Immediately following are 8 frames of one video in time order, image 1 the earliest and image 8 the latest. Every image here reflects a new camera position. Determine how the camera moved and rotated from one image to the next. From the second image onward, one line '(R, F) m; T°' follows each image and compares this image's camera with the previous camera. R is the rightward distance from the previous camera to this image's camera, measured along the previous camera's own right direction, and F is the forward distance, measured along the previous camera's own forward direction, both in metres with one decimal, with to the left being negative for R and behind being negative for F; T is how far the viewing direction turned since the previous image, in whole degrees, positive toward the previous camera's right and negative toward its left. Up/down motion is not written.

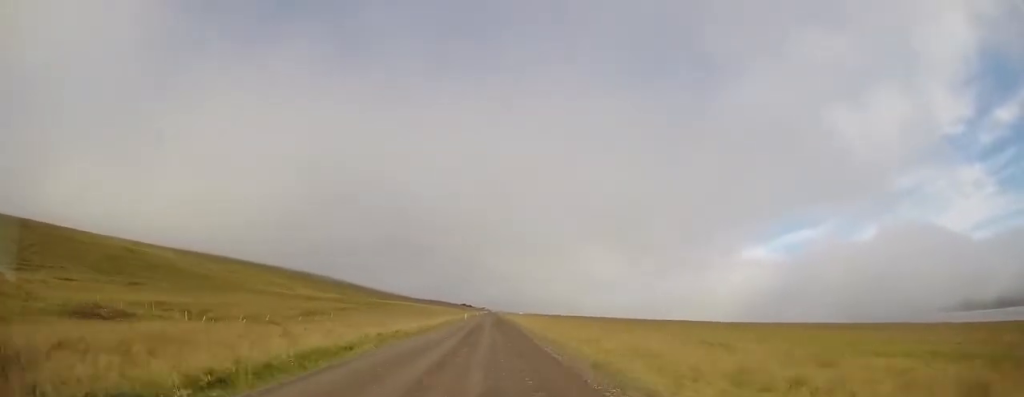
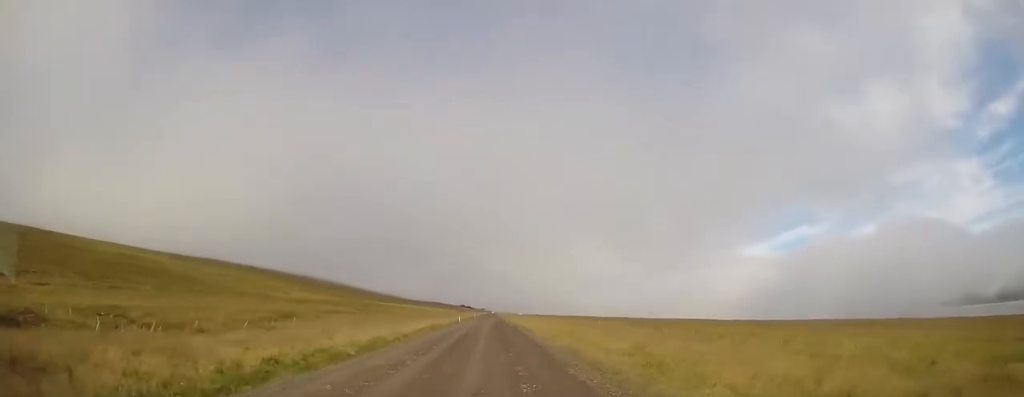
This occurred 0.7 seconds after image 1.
(+0.3, +10.1) m; +1°
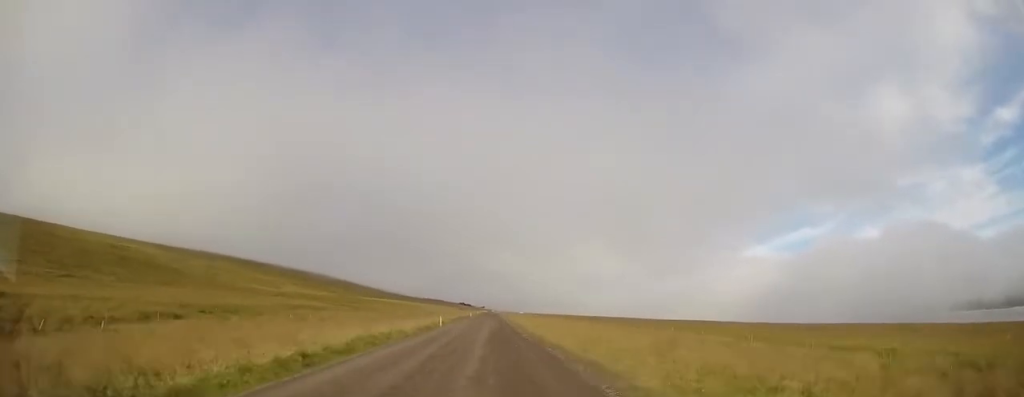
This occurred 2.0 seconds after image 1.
(-0.1, +20.3) m; -1°
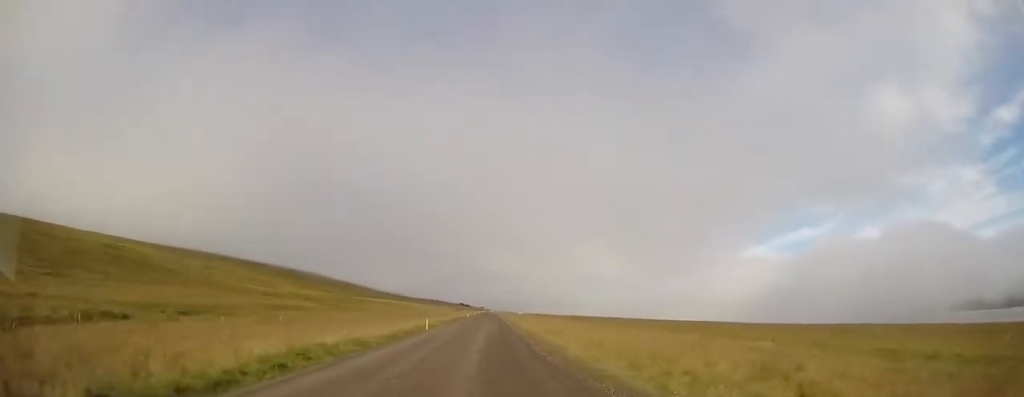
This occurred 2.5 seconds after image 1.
(0.0, +6.8) m; 0°
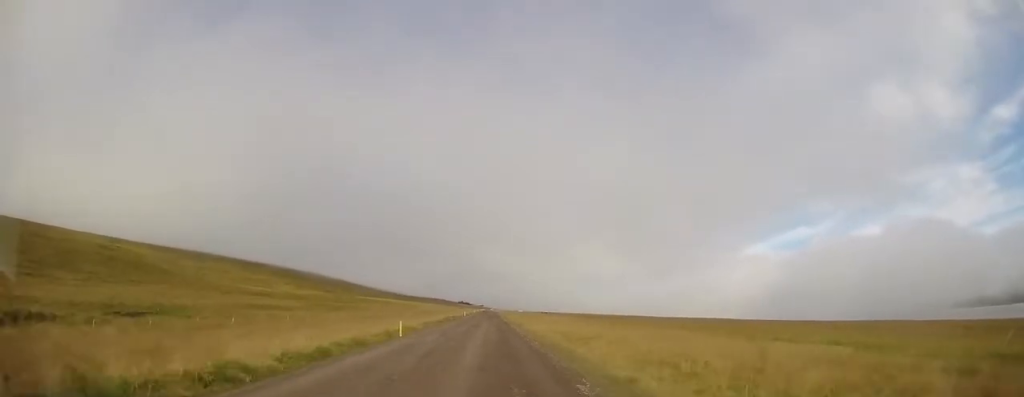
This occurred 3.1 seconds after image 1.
(0.0, +8.2) m; 0°
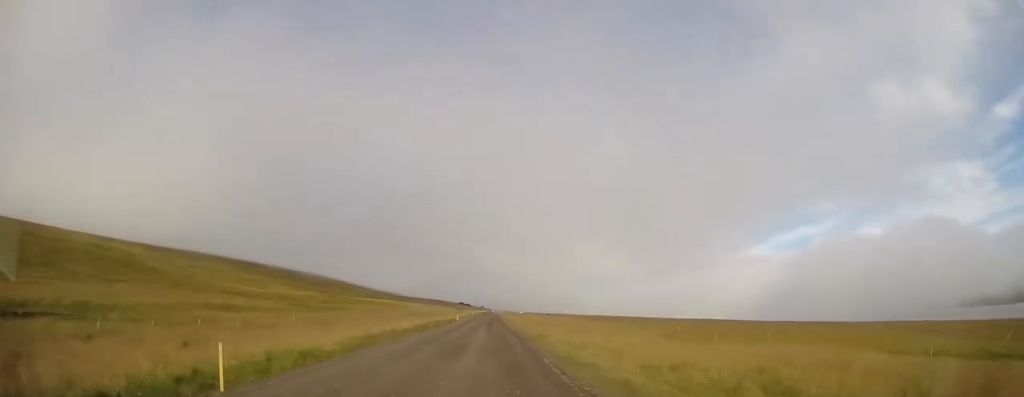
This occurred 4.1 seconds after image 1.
(0.0, +14.5) m; 0°
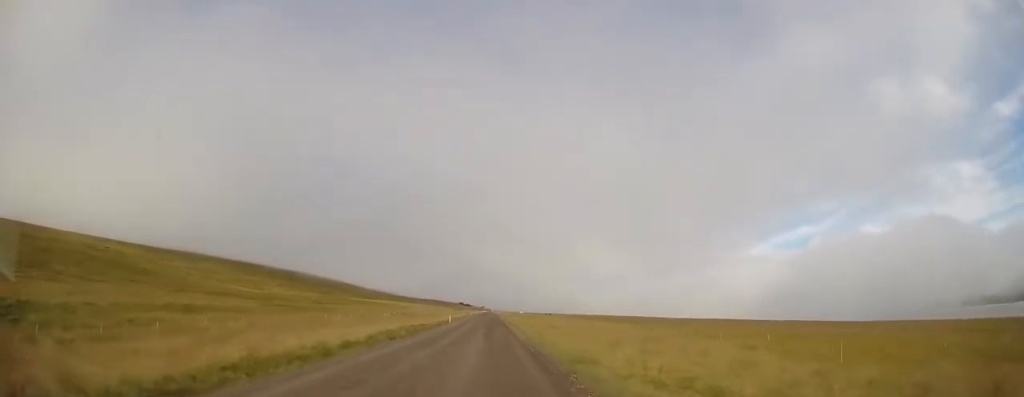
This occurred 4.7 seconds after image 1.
(0.0, +9.8) m; 0°
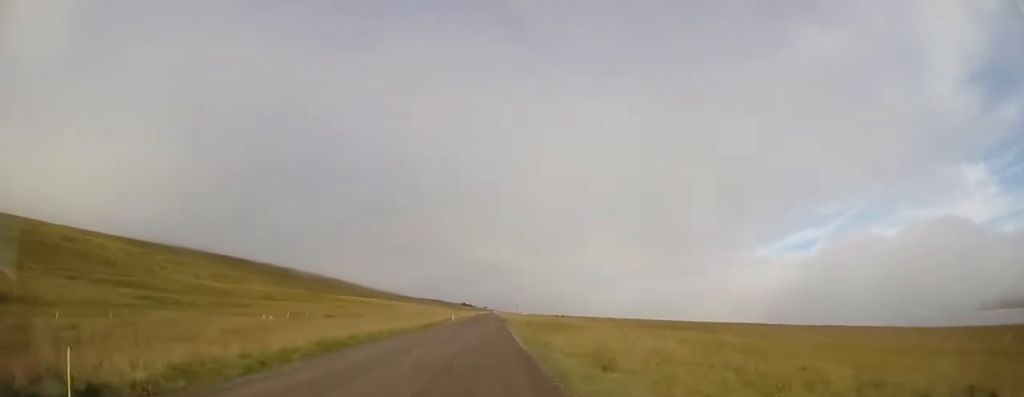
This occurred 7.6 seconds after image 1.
(-0.1, +42.6) m; 0°
